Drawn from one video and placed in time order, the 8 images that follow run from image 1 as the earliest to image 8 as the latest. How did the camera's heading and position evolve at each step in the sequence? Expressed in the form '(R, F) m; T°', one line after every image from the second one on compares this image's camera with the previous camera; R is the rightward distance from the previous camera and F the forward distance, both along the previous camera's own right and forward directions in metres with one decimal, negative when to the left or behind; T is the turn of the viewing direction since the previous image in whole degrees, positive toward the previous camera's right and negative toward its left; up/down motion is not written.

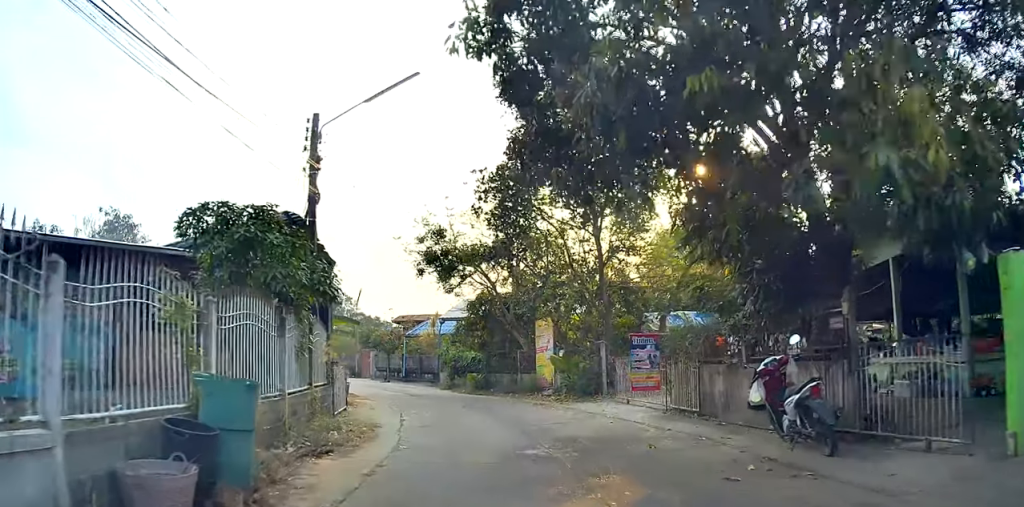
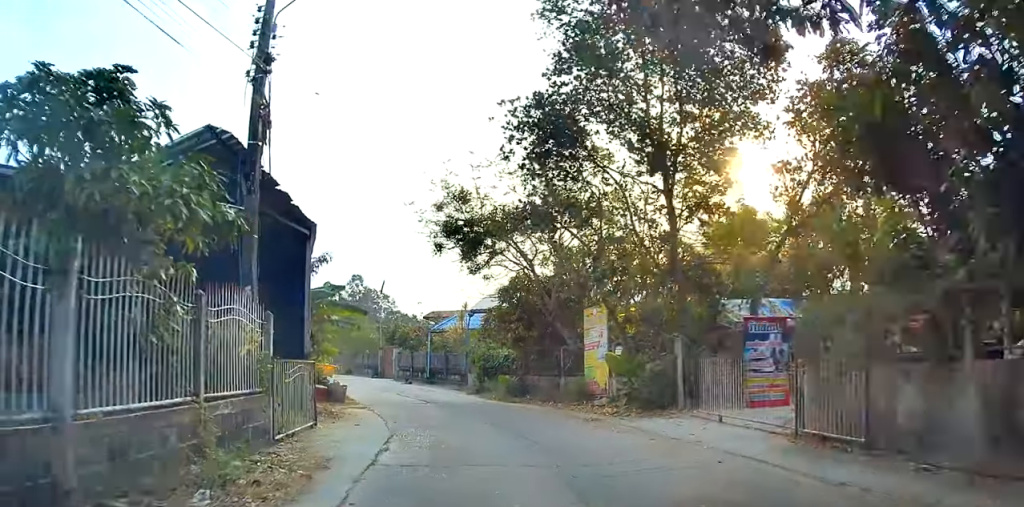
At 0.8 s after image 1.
(0.0, +4.4) m; 0°
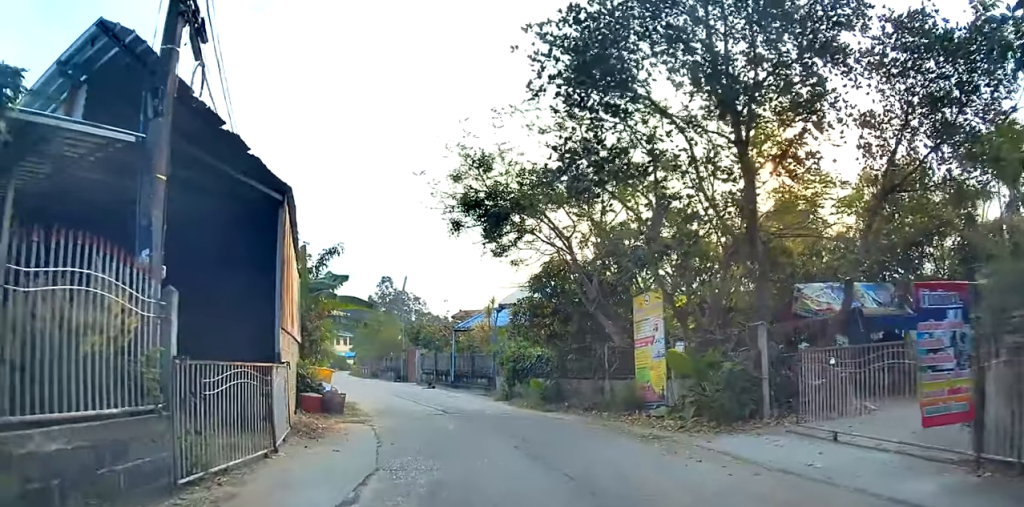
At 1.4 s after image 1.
(0.0, +3.1) m; 0°
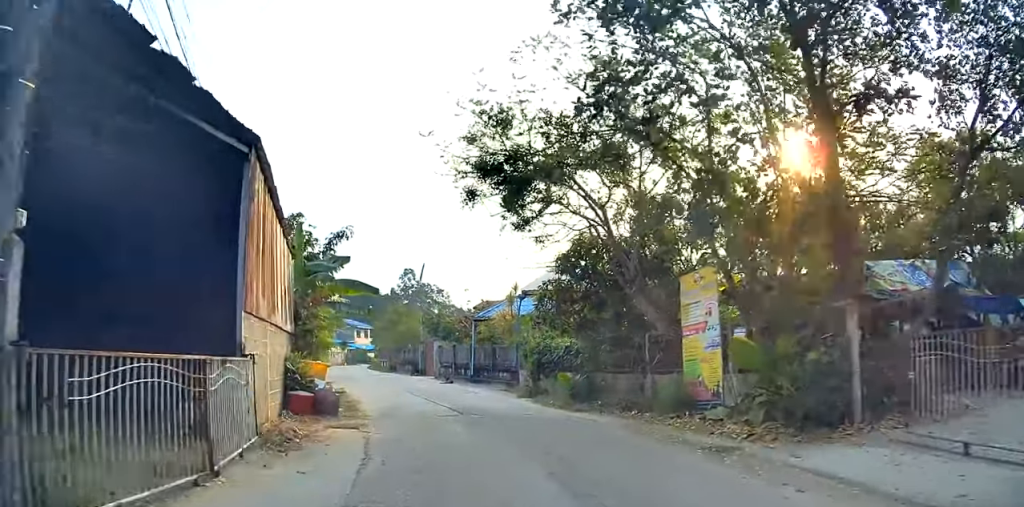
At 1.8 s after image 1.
(0.0, +2.4) m; -1°
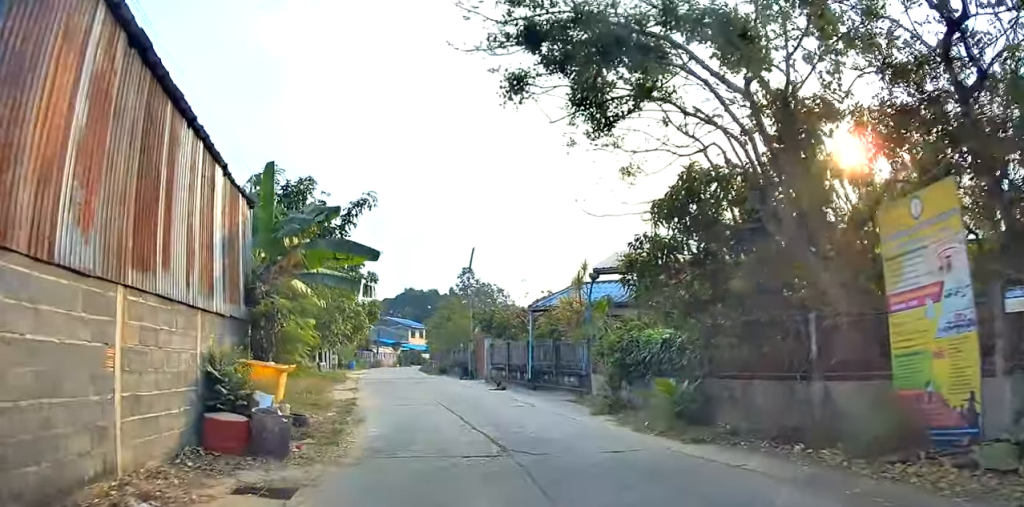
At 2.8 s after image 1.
(-0.1, +5.5) m; -3°
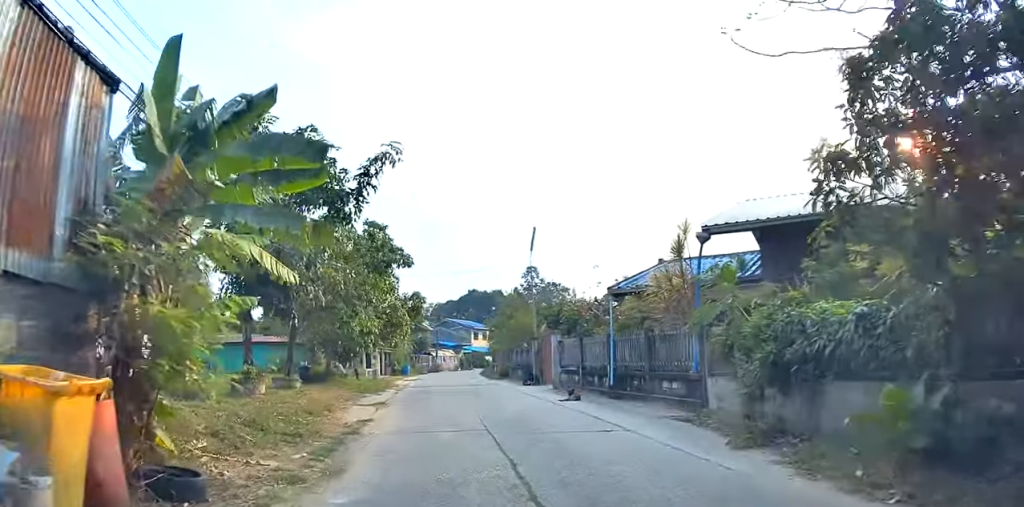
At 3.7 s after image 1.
(-0.2, +5.0) m; -5°
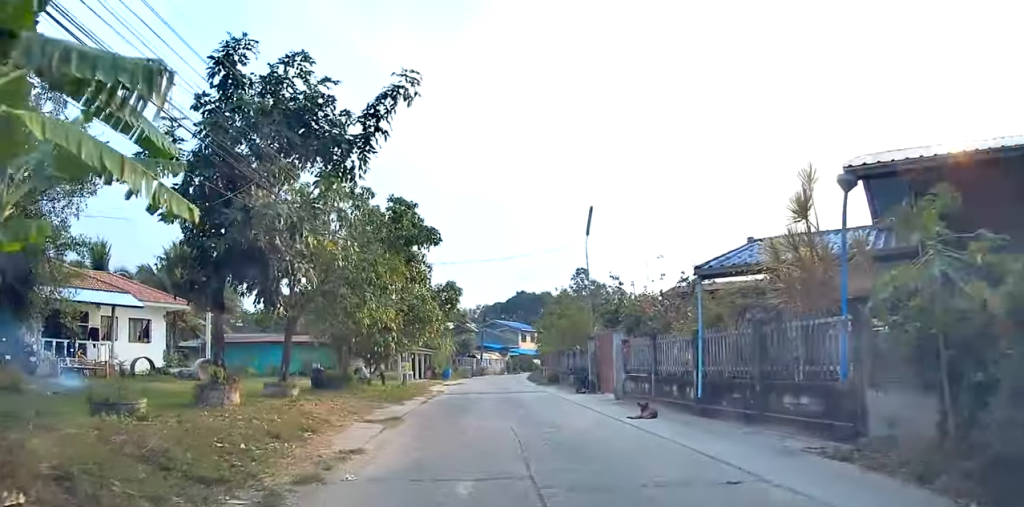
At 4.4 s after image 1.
(-0.1, +3.9) m; -5°
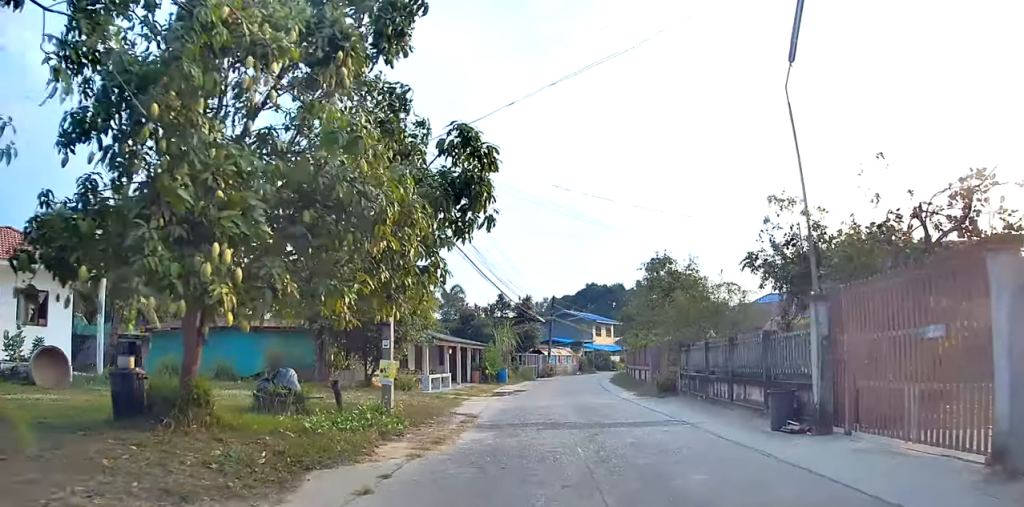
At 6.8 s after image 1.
(-1.0, +12.4) m; -11°
